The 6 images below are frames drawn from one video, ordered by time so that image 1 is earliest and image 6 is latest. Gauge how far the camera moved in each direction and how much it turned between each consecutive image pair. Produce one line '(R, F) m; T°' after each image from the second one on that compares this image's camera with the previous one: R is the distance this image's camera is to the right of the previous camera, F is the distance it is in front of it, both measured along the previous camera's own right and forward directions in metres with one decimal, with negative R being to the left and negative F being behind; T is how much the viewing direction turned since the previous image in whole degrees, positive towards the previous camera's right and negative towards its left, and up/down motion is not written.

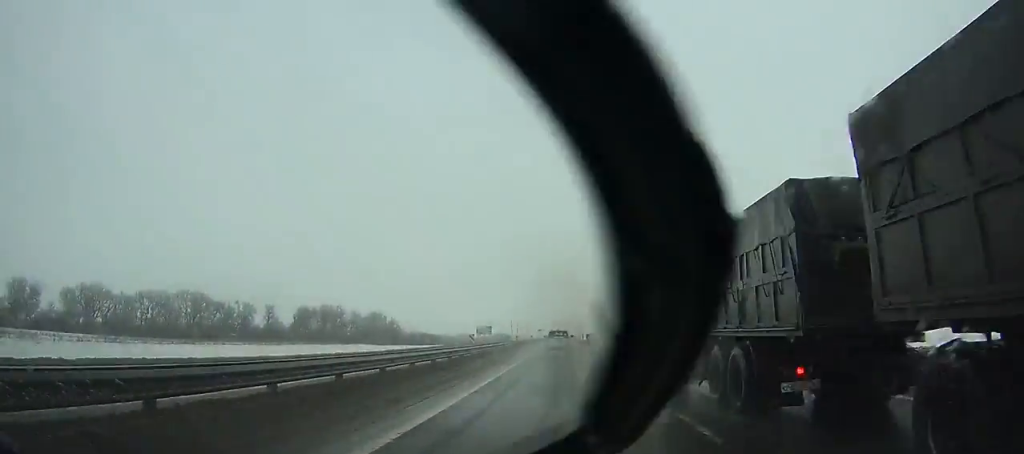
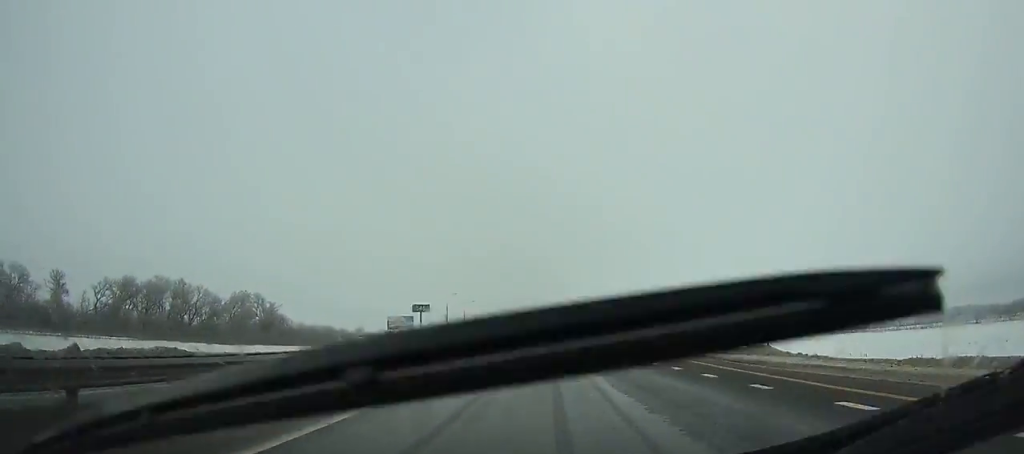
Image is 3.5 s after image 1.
(+1.4, +95.1) m; +1°
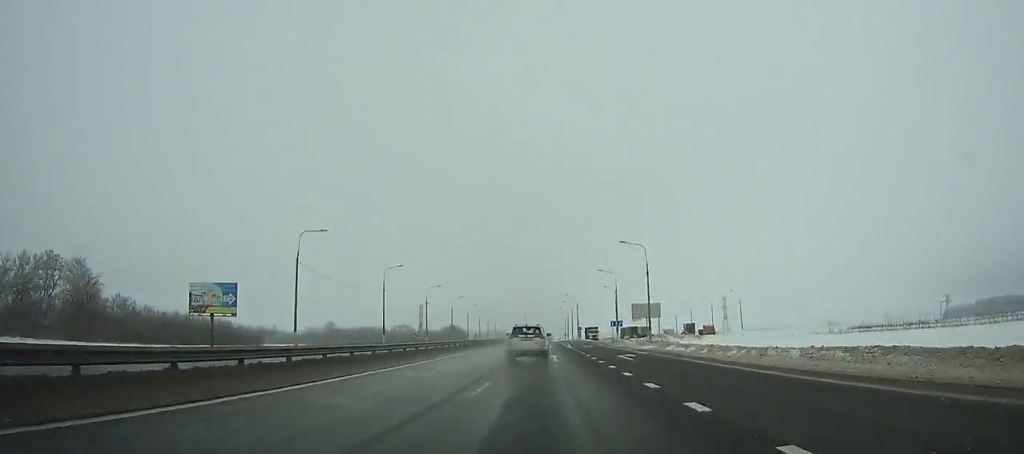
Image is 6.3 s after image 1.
(+0.3, +73.4) m; 0°
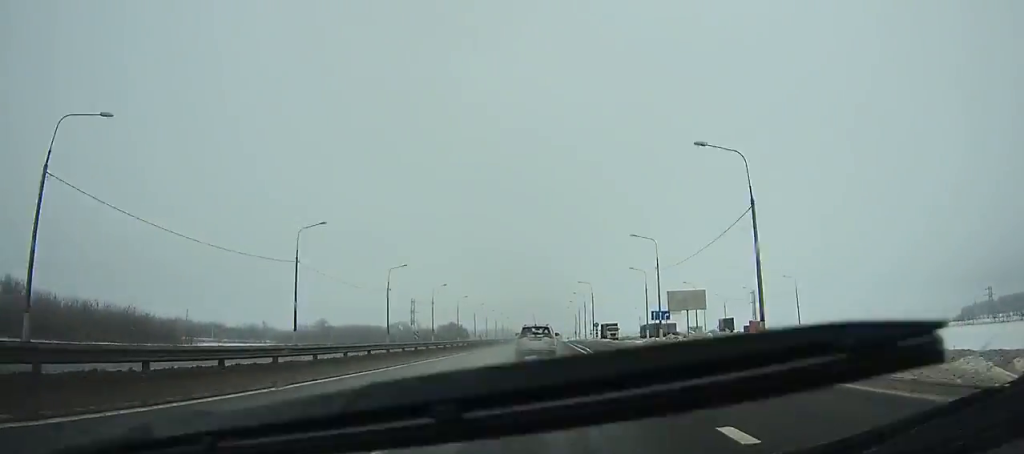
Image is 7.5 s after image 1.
(-0.2, +30.9) m; 0°
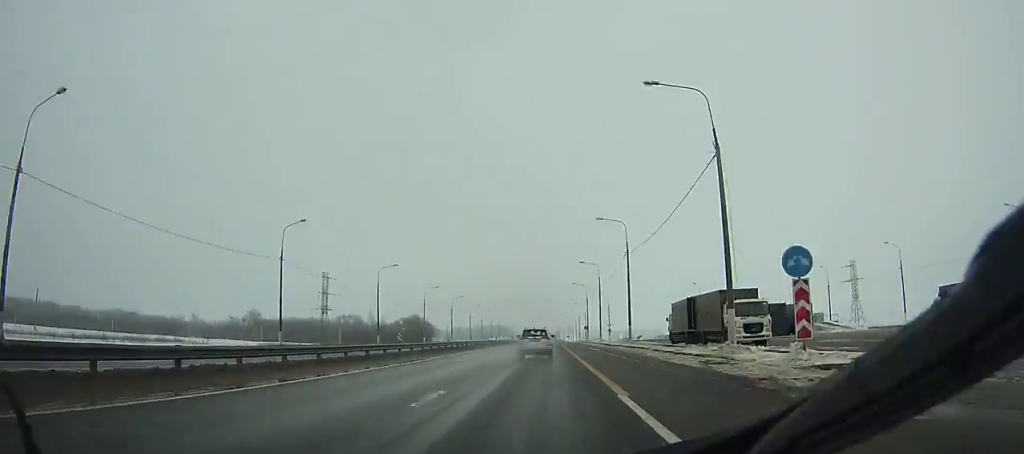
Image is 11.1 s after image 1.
(-0.2, +90.0) m; 0°
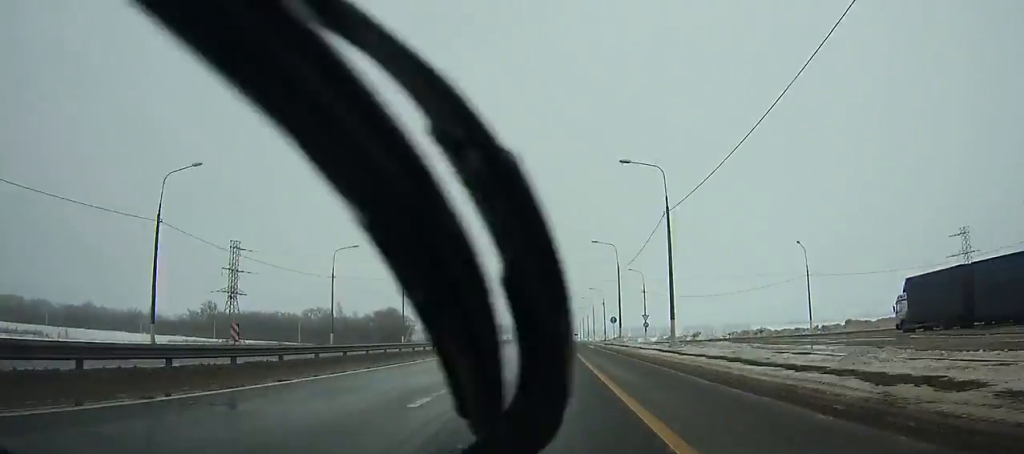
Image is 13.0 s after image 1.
(-0.3, +46.5) m; 0°
